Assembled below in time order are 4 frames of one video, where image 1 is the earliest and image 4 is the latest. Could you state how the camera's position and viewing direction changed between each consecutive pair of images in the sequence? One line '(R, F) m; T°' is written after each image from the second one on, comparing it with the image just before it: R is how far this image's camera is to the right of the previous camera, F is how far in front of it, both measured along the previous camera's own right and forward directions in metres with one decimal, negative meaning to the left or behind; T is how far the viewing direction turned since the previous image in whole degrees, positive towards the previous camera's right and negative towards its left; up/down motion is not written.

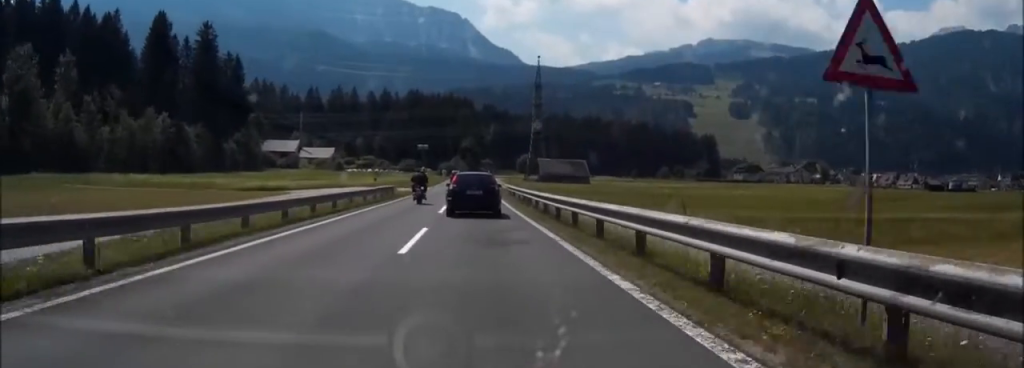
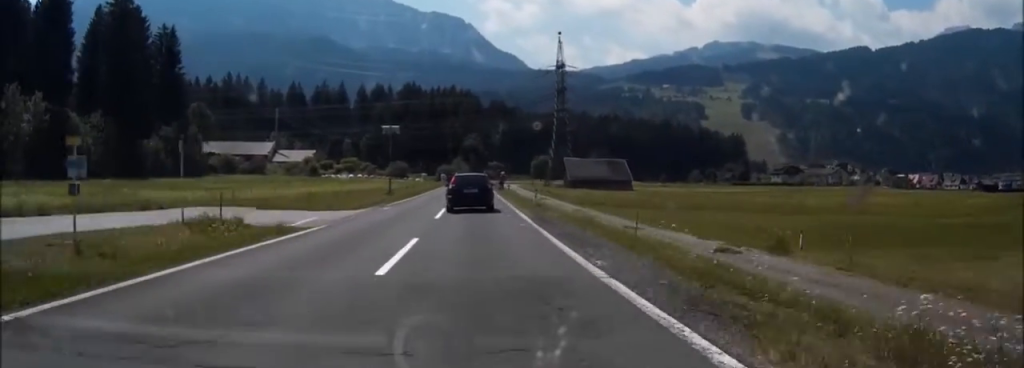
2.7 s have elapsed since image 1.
(-0.3, +48.1) m; -1°
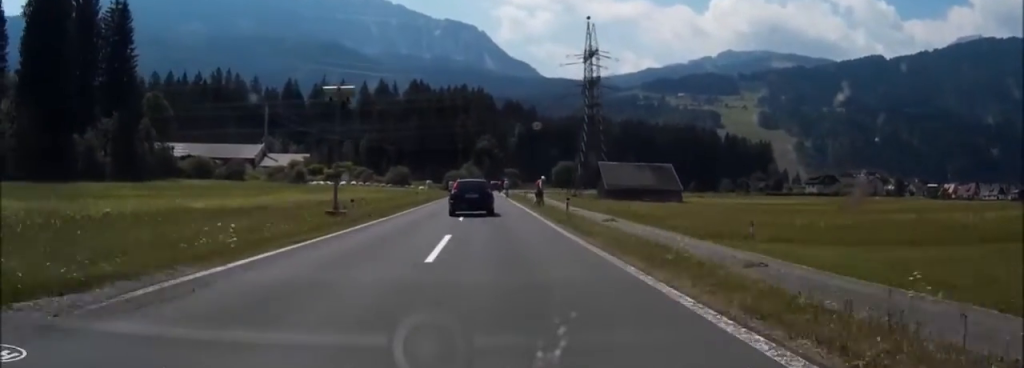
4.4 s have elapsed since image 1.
(-0.2, +28.5) m; 0°
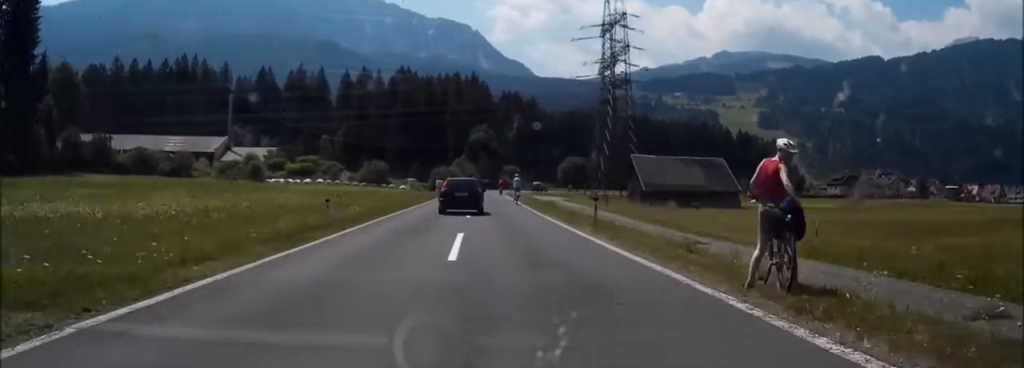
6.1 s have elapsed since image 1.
(-0.1, +29.2) m; 0°
